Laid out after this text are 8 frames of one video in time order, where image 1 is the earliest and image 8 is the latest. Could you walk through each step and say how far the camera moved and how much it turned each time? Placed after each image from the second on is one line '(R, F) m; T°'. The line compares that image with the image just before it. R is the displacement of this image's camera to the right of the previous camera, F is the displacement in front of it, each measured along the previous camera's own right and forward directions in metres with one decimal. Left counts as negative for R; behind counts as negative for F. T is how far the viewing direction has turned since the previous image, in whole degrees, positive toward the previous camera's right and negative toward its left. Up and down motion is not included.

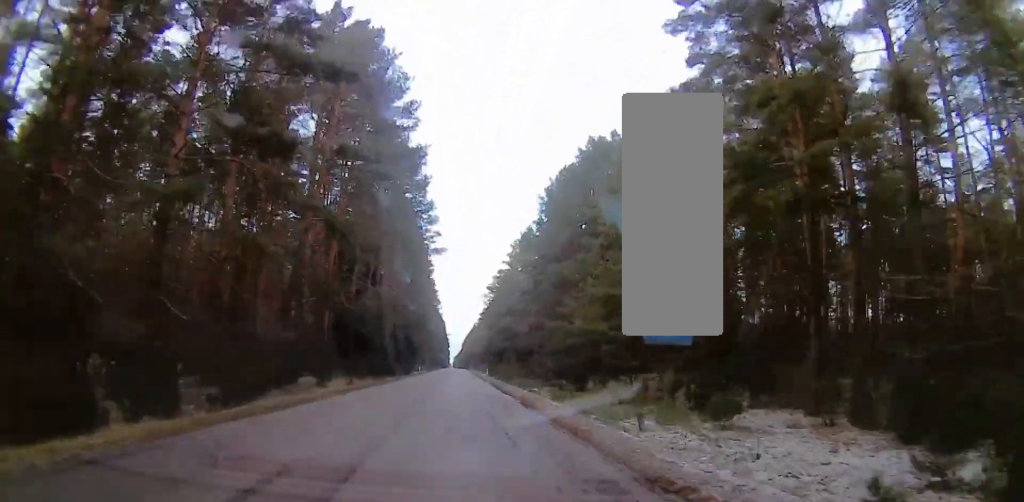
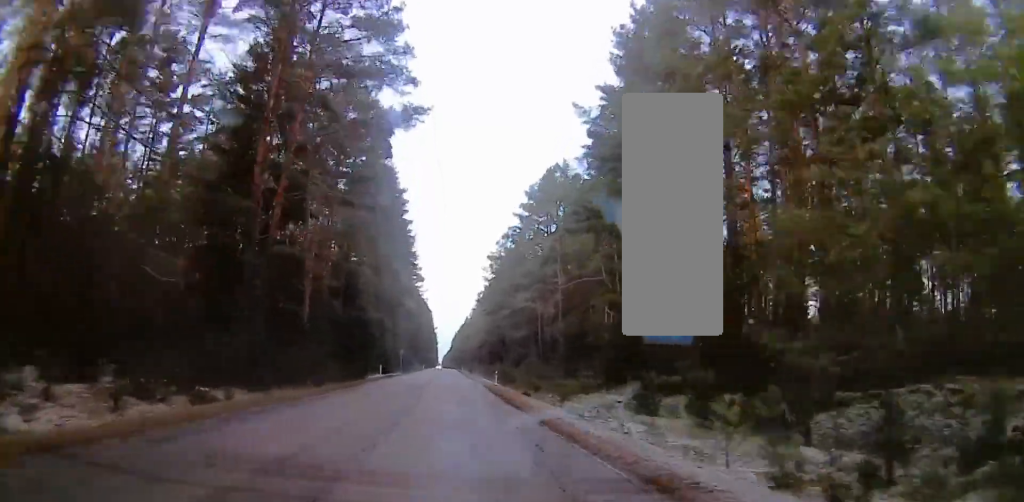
(-0.3, +34.0) m; -1°
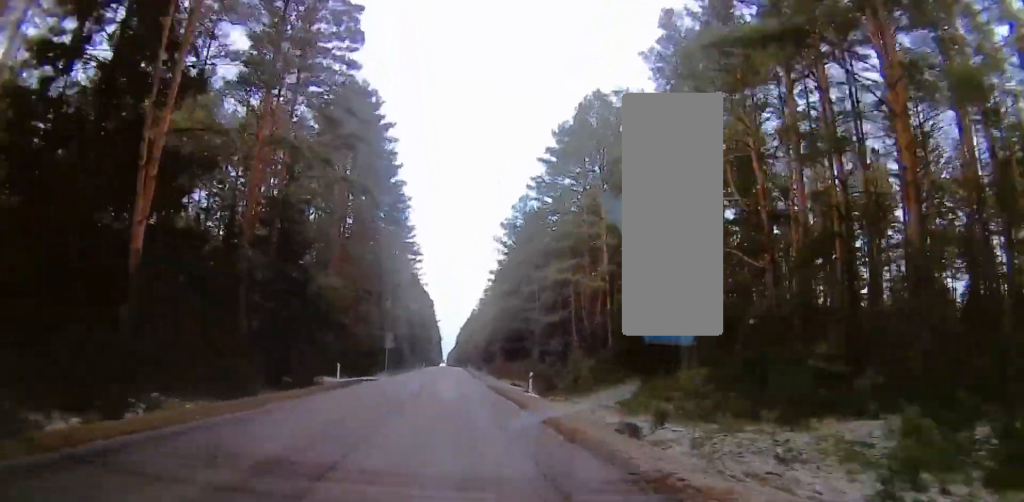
(0.0, +18.9) m; 0°
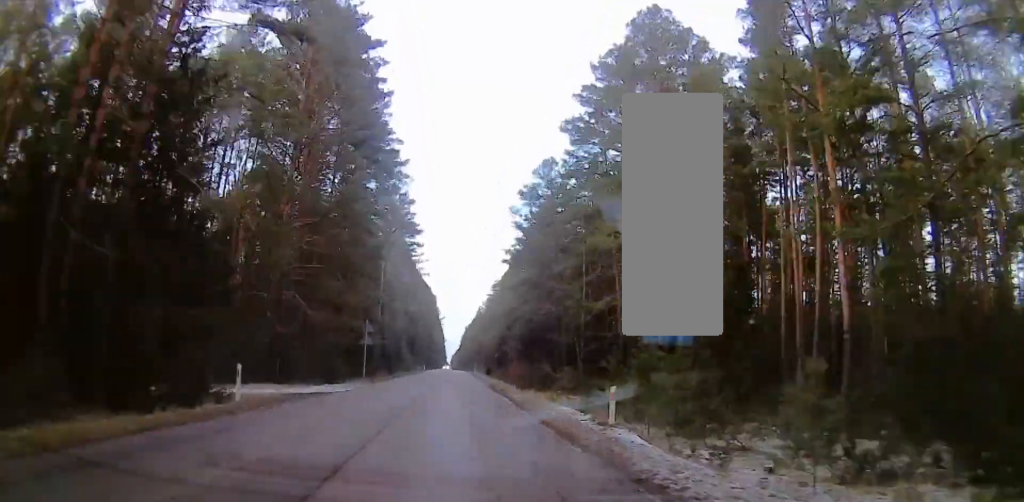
(0.0, +13.1) m; 0°
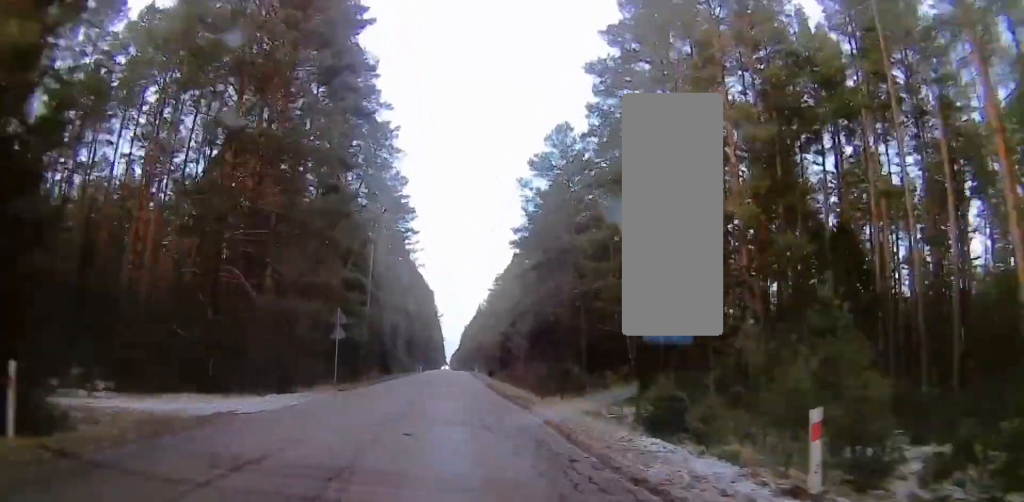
(0.0, +8.1) m; 0°
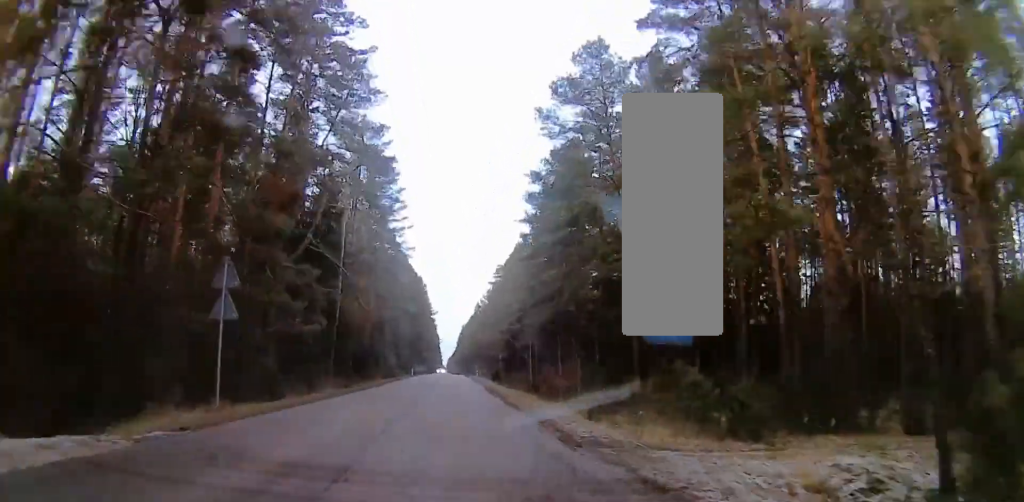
(0.0, +13.0) m; 0°
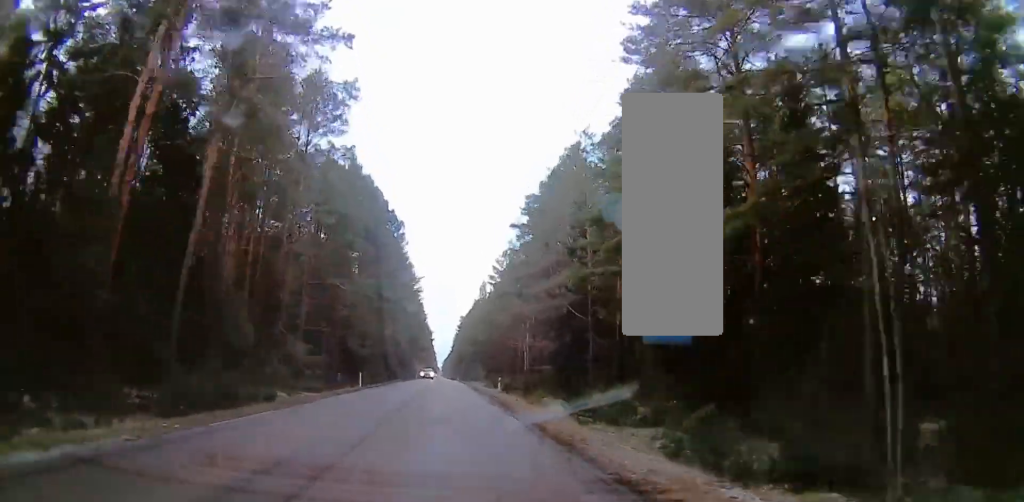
(-0.3, +45.8) m; 0°
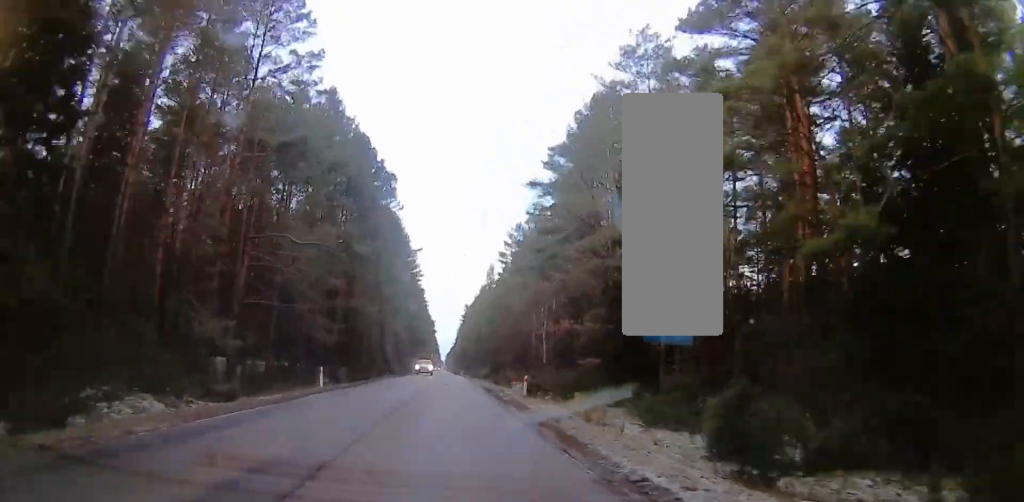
(0.0, +12.8) m; 0°
